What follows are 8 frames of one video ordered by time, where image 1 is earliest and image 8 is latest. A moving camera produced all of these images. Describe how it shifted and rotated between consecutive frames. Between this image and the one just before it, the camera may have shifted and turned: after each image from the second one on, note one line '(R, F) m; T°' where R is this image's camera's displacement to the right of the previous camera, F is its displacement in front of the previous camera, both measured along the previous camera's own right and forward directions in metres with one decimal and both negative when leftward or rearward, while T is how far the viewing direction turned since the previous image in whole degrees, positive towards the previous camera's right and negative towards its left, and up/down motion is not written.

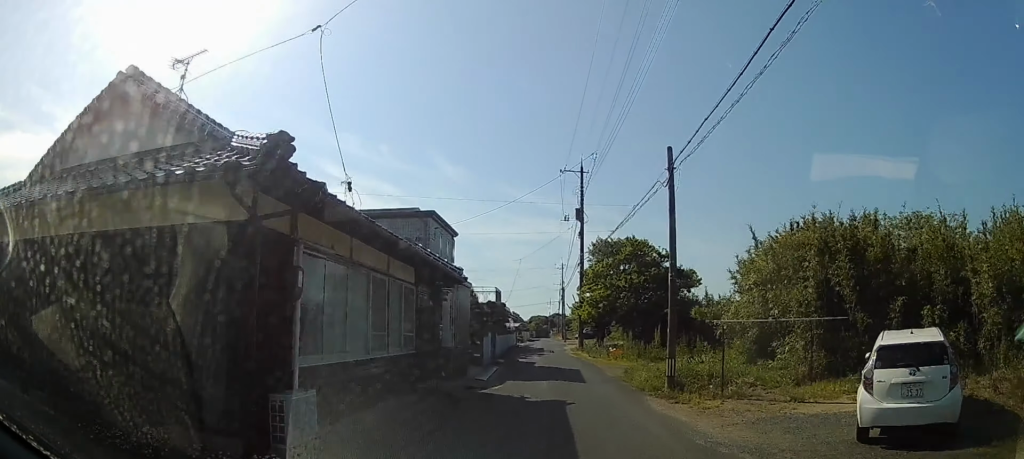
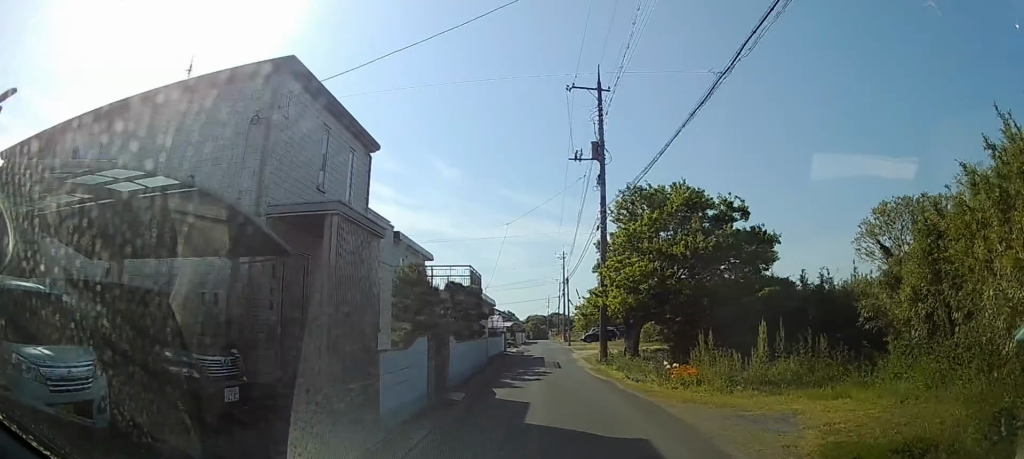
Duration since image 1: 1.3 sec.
(-0.4, +14.9) m; +1°
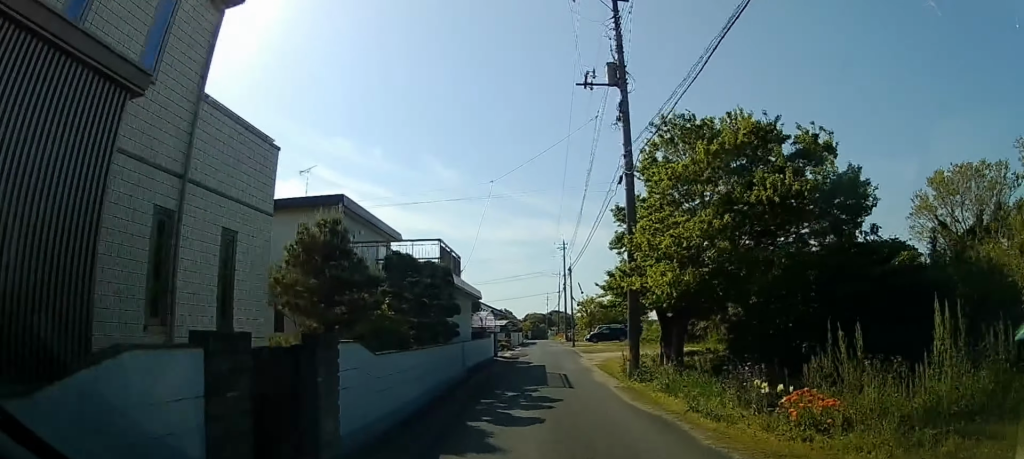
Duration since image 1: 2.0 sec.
(+0.3, +8.3) m; +2°
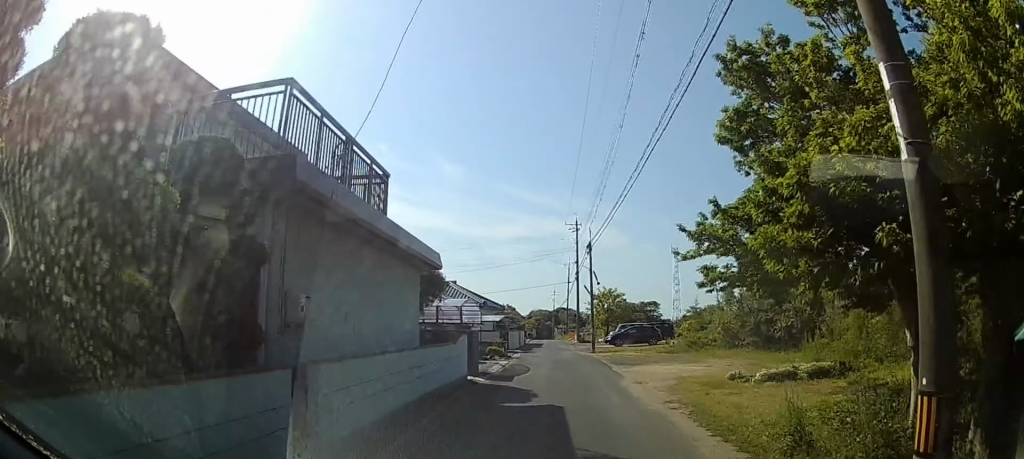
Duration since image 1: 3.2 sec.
(+0.2, +12.7) m; +1°
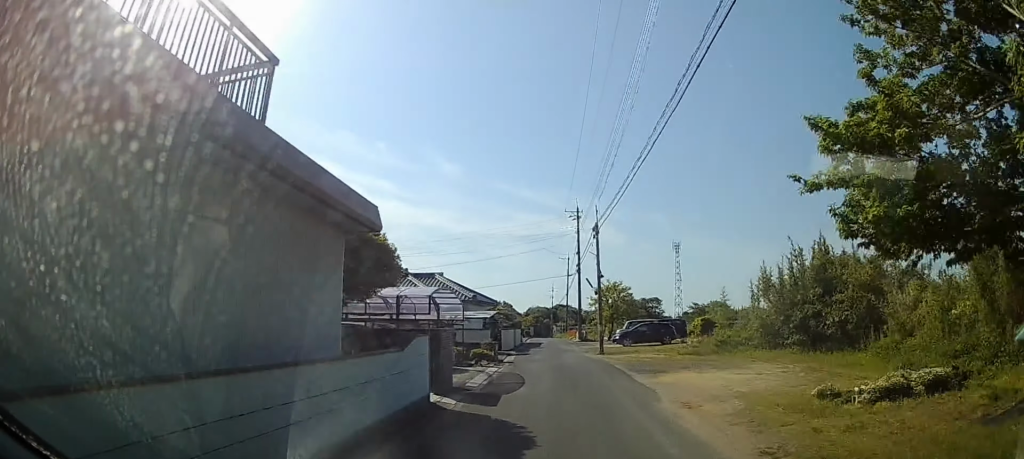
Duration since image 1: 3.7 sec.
(0.0, +5.2) m; -1°
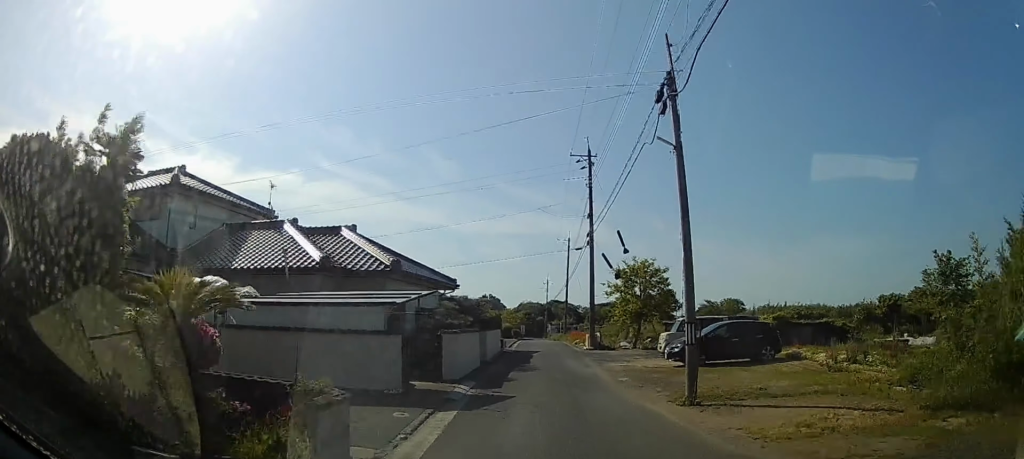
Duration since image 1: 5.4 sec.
(-0.3, +17.4) m; -1°
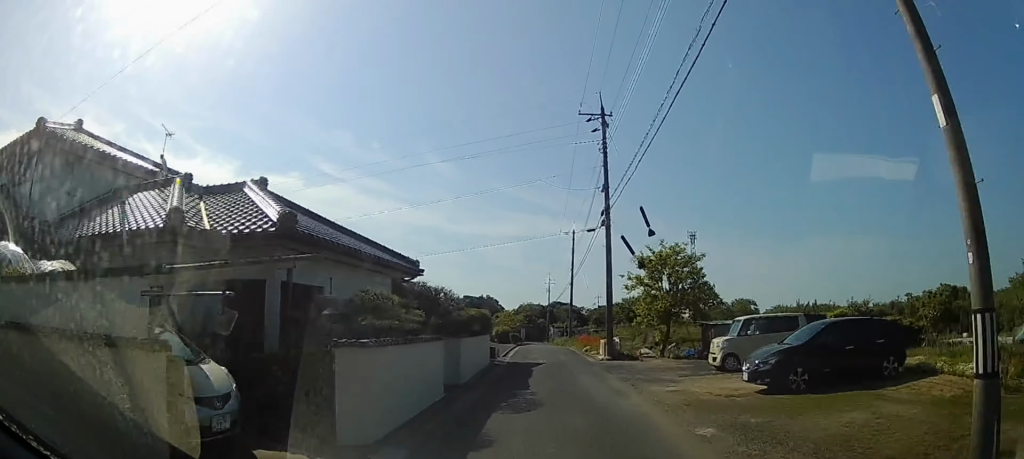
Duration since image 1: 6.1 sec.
(+0.2, +7.7) m; 0°
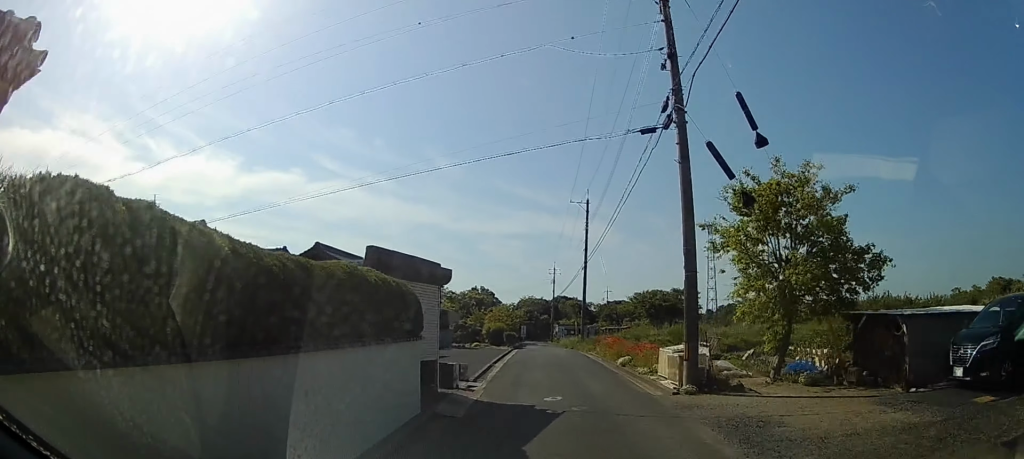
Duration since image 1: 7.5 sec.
(-0.2, +12.8) m; 0°
